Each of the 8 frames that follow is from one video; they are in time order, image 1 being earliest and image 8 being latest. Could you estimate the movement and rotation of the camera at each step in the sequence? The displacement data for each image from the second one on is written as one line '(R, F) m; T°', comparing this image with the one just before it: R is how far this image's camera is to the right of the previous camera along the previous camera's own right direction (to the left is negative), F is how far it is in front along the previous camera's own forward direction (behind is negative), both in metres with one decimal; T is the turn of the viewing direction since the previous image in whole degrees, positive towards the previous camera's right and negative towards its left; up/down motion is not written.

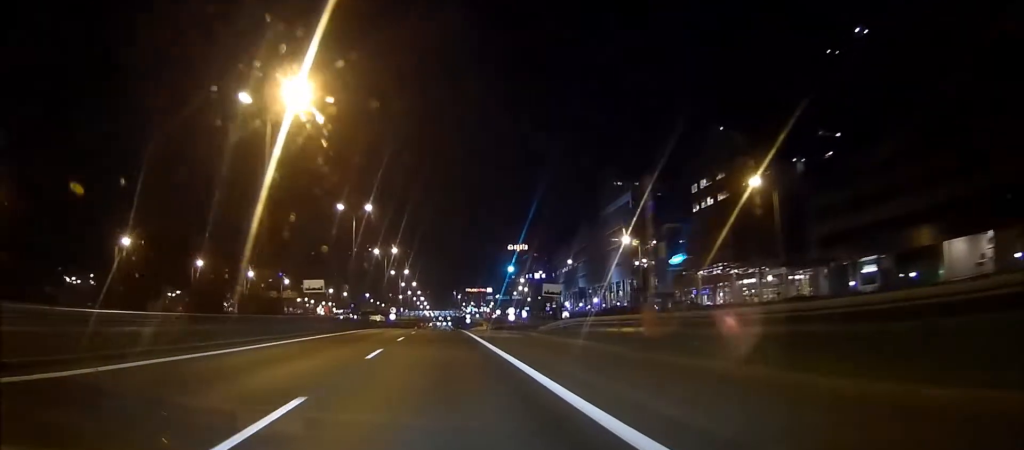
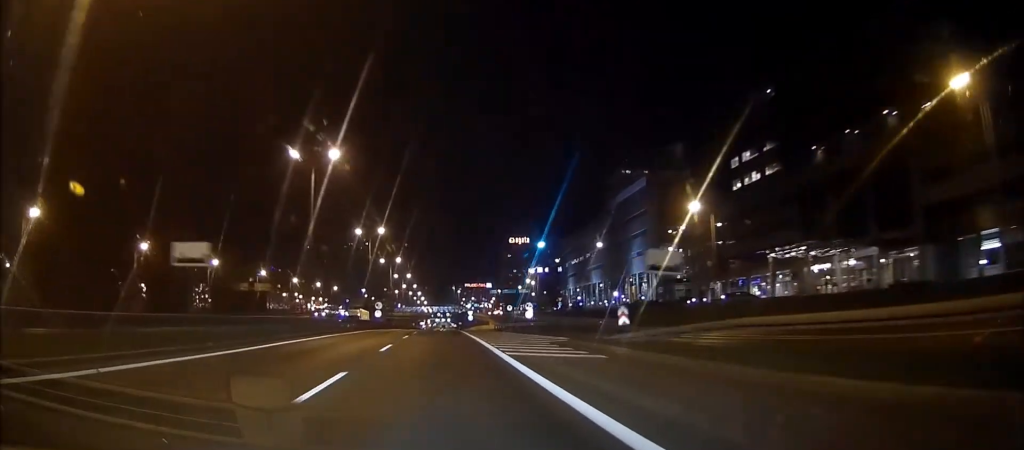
(+0.1, +19.3) m; 0°
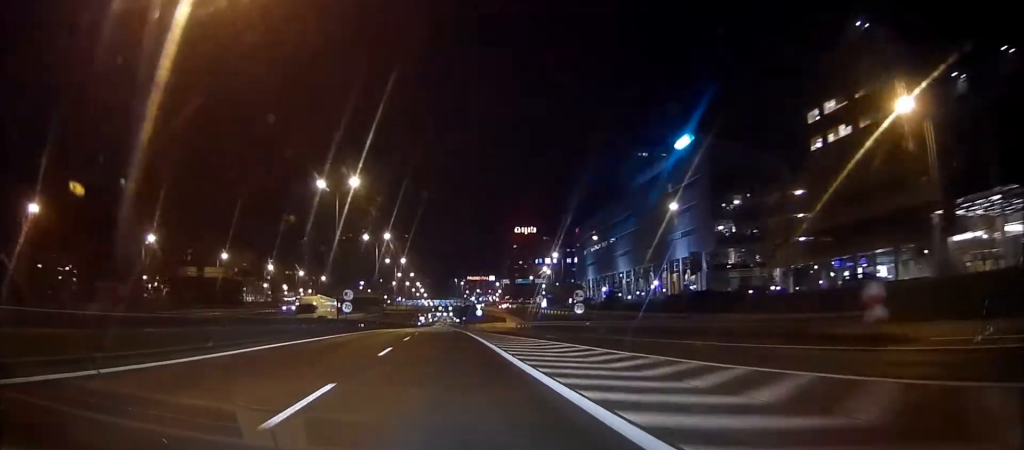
(-0.1, +25.2) m; 0°
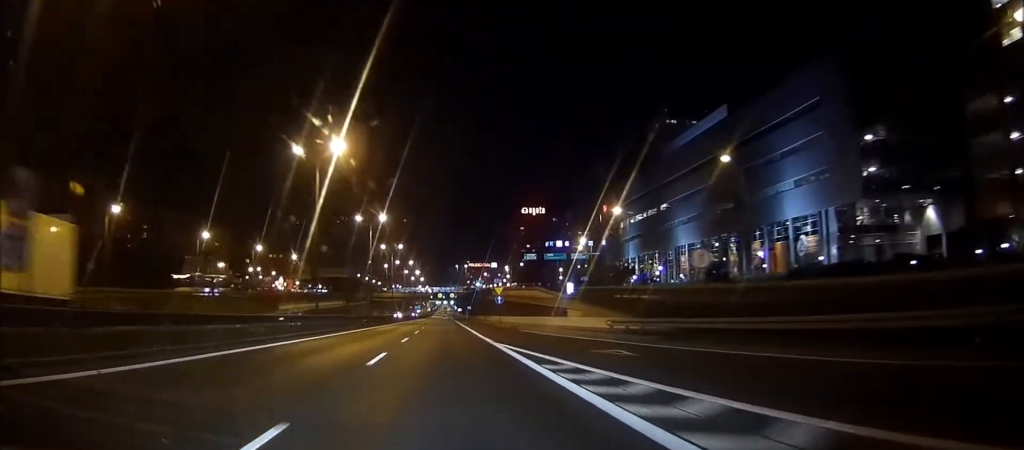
(-0.1, +39.3) m; 0°
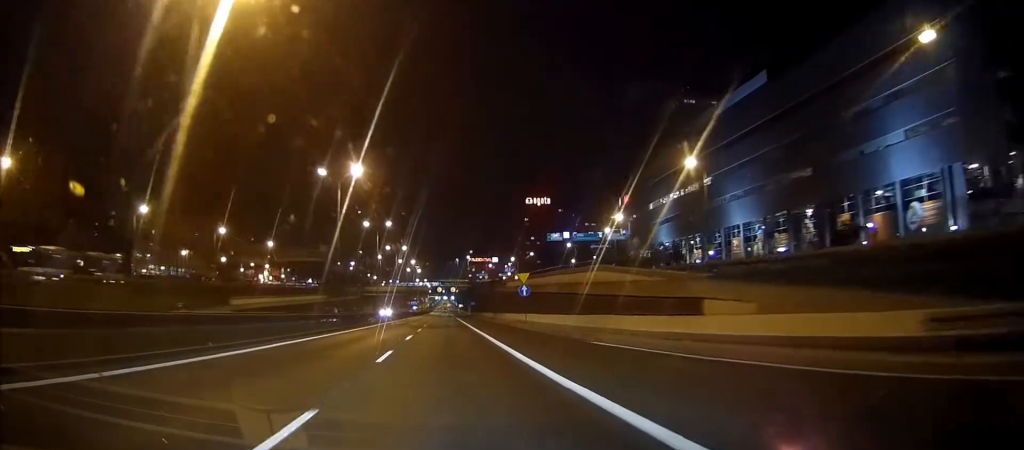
(+0.1, +22.6) m; 0°
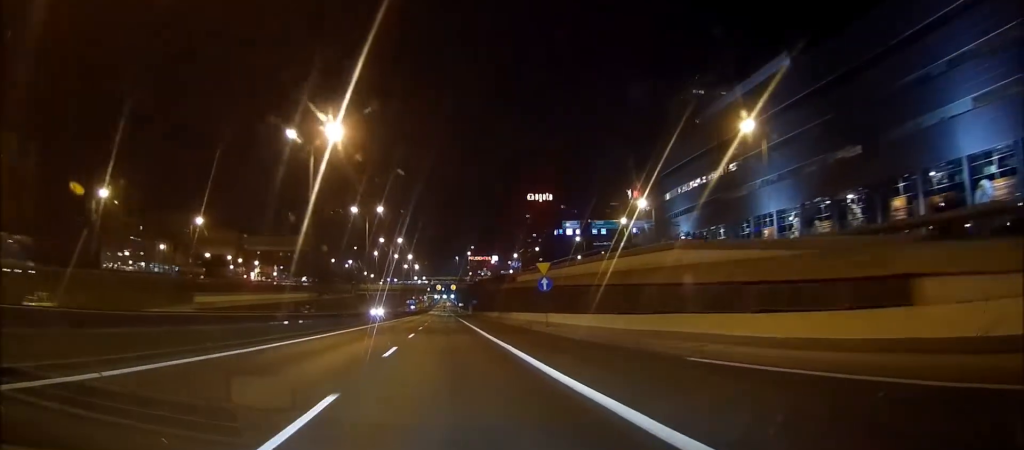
(0.0, +10.5) m; 0°
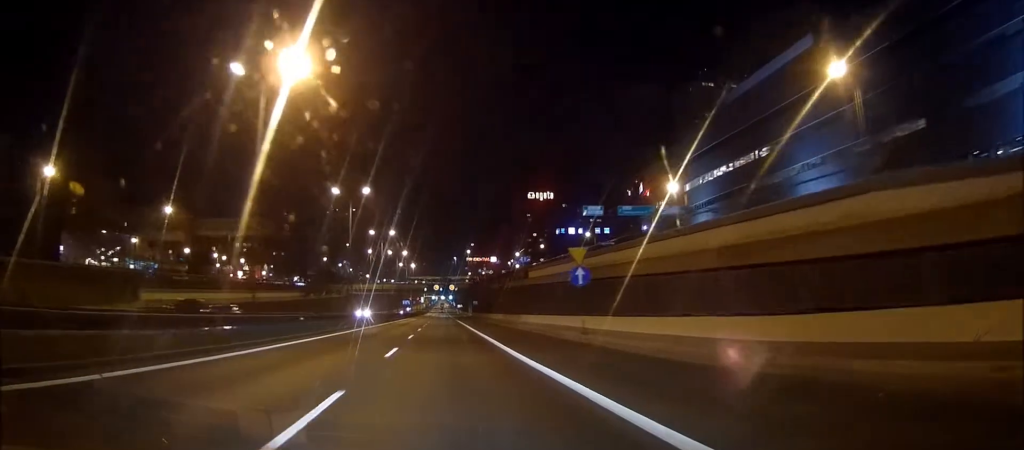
(0.0, +11.2) m; 0°
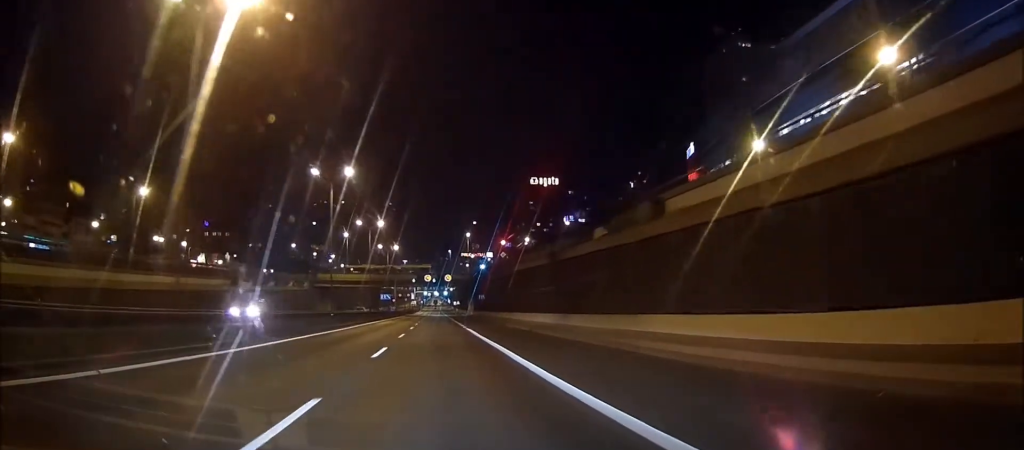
(-0.1, +36.3) m; -1°
